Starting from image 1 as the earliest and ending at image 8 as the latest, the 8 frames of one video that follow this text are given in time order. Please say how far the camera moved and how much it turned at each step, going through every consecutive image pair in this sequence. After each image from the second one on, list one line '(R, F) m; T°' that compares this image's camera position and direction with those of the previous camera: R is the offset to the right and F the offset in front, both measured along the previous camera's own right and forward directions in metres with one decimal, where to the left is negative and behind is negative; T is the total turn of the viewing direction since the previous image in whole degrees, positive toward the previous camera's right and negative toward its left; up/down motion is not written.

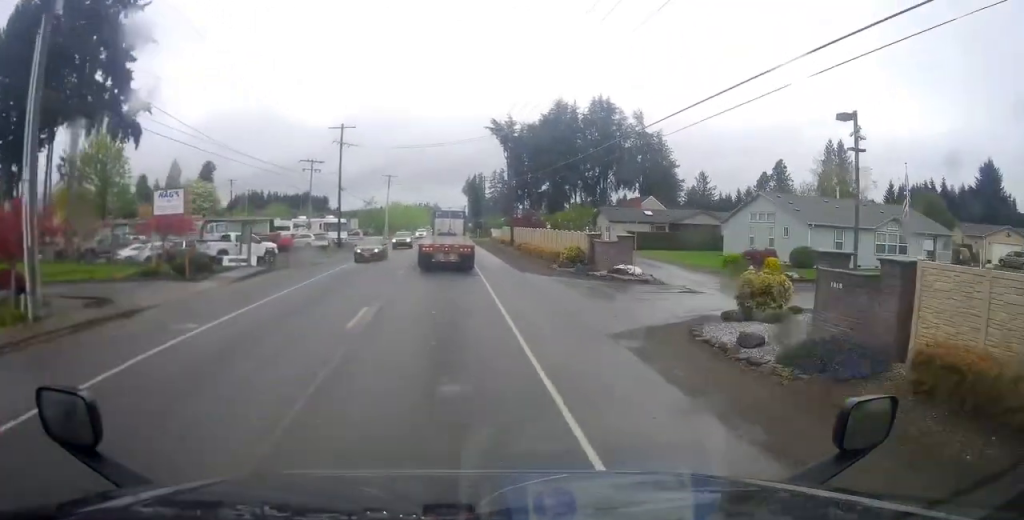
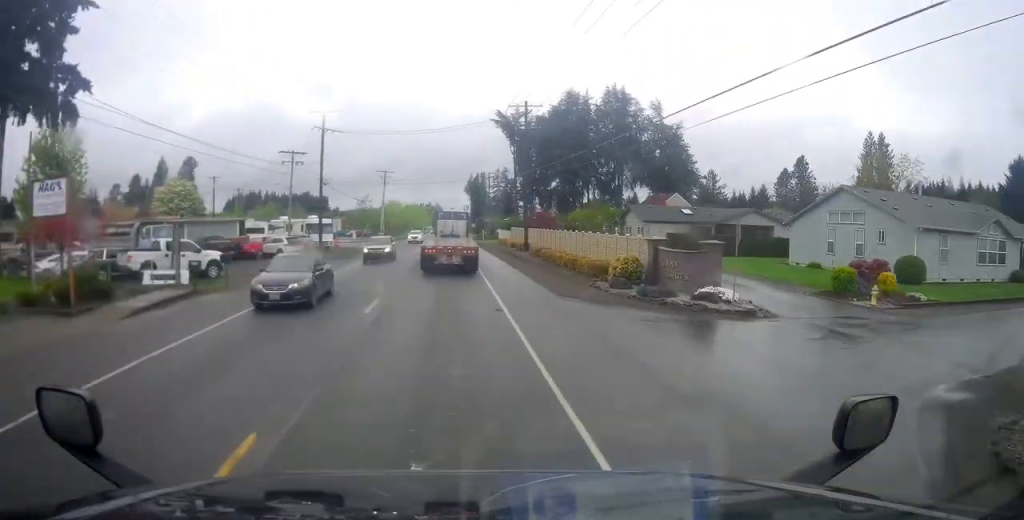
(0.0, +10.4) m; +1°
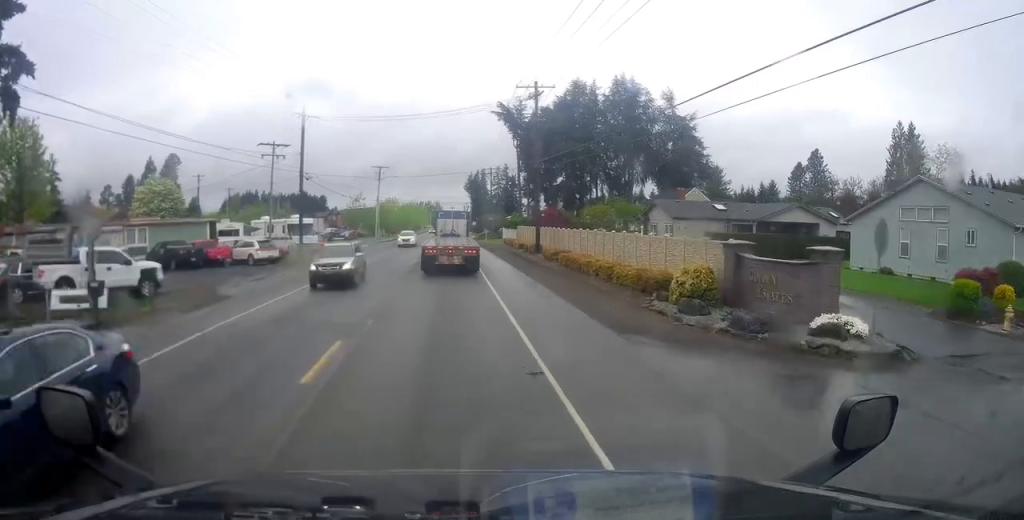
(+0.3, +7.2) m; +1°
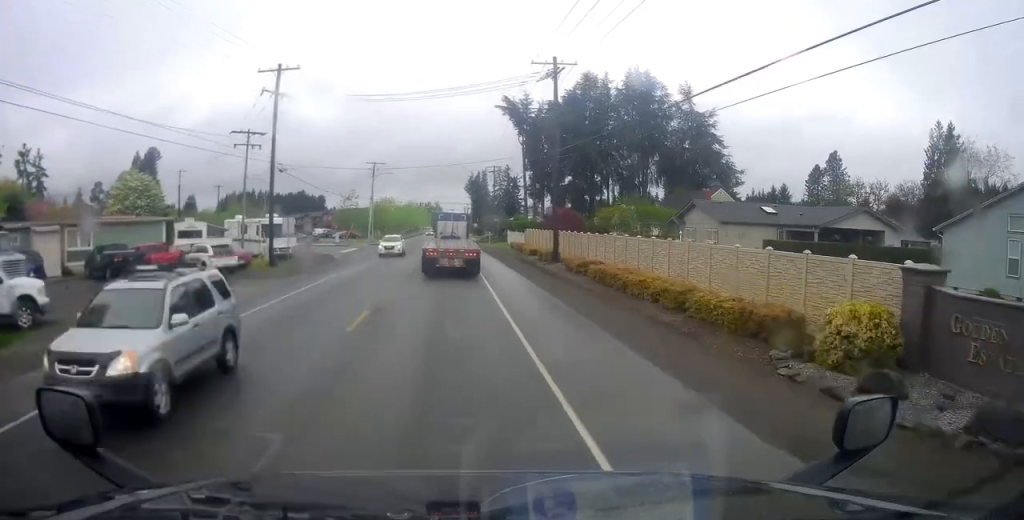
(-0.1, +8.1) m; -1°
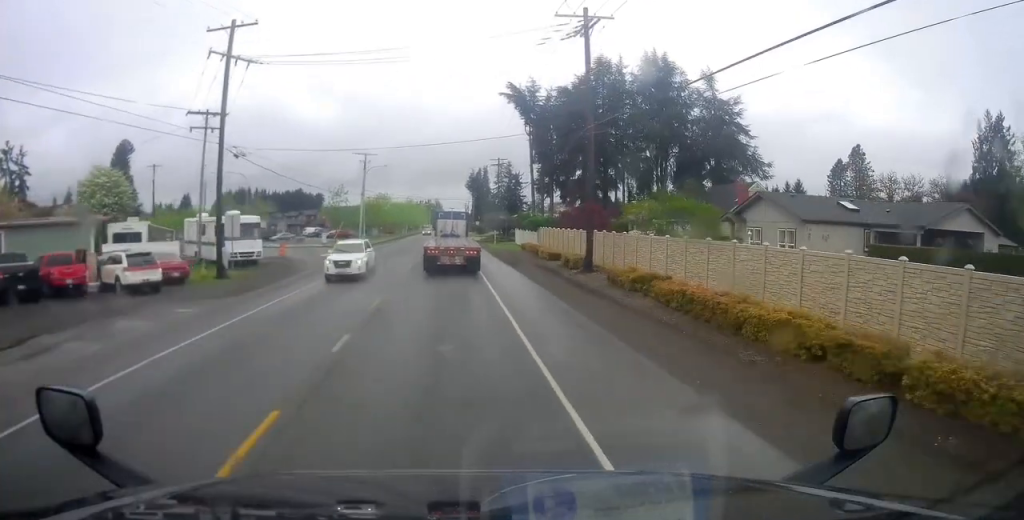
(-0.1, +9.4) m; -2°
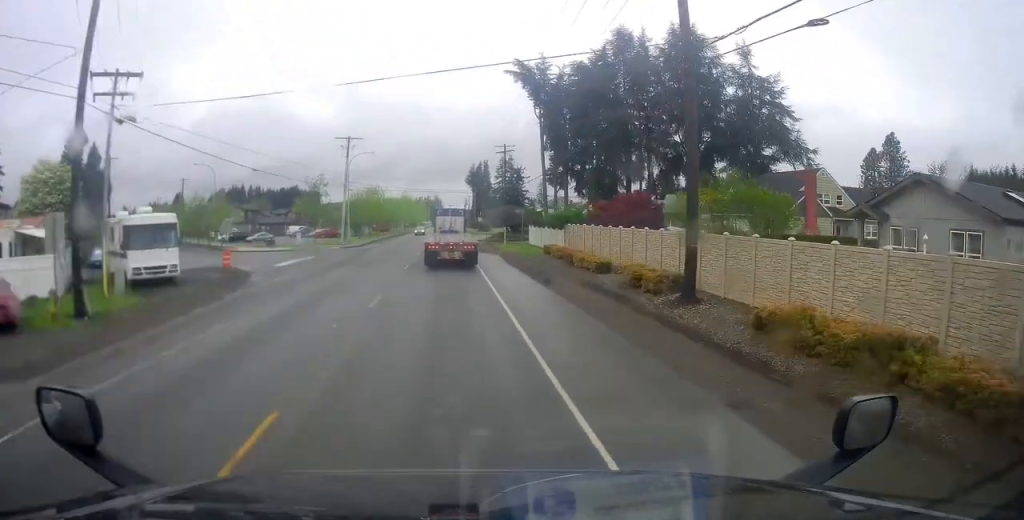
(-0.2, +12.9) m; 0°
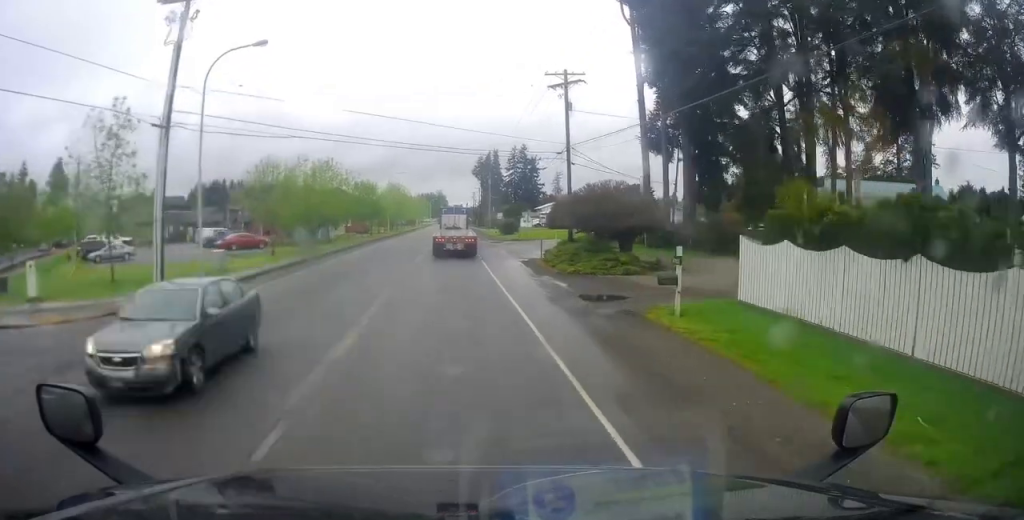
(+0.2, +42.6) m; 0°
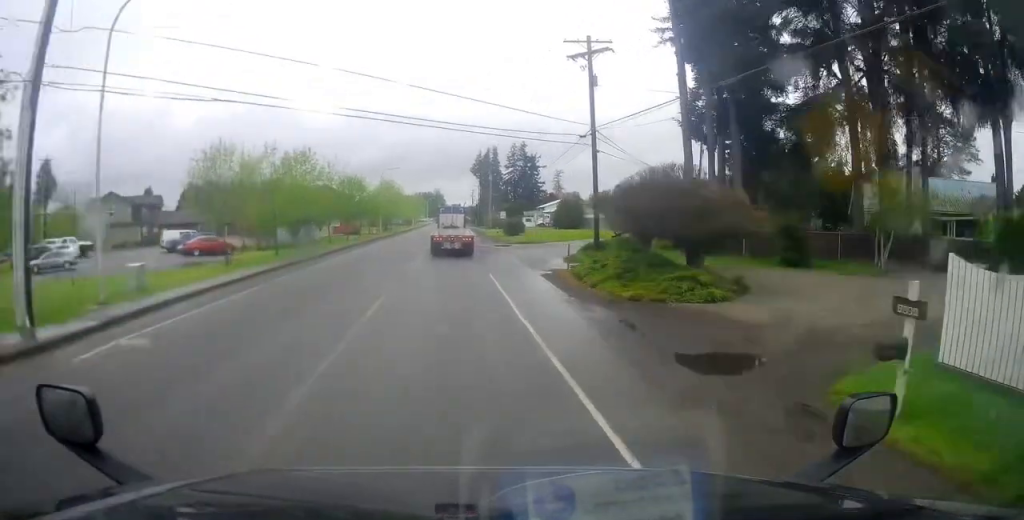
(+0.1, +8.3) m; +1°
